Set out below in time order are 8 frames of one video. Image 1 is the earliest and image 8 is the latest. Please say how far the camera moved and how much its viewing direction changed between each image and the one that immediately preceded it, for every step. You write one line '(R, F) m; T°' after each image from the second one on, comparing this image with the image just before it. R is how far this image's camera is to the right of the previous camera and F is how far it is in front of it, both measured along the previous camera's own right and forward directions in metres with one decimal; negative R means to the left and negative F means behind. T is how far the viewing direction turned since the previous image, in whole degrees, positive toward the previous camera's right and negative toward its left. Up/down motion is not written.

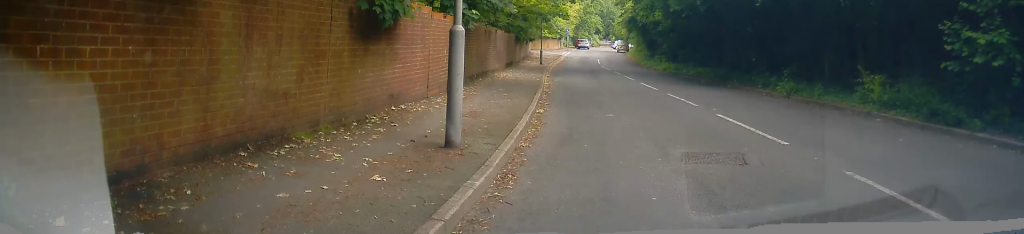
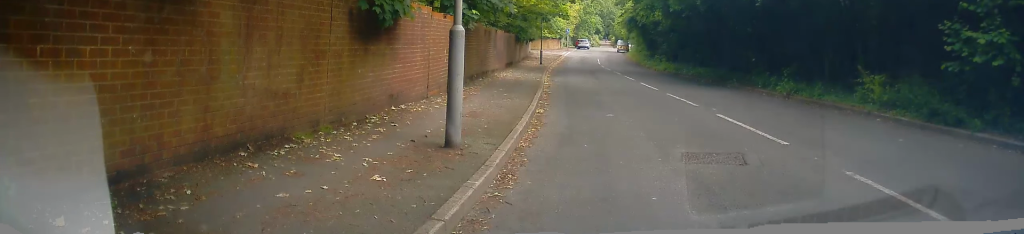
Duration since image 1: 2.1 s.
(+0.1, +0.4) m; 0°
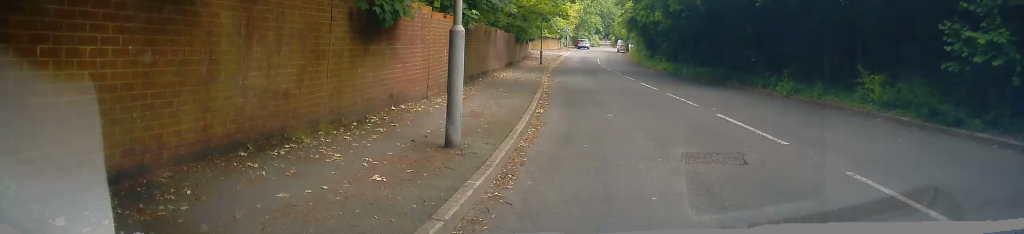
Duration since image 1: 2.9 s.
(0.0, 0.0) m; 0°
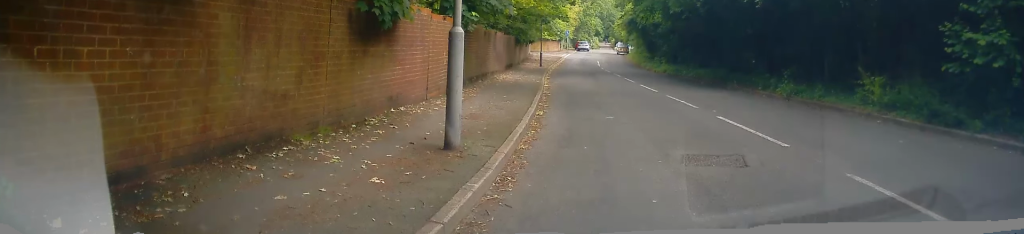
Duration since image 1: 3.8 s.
(0.0, 0.0) m; 0°
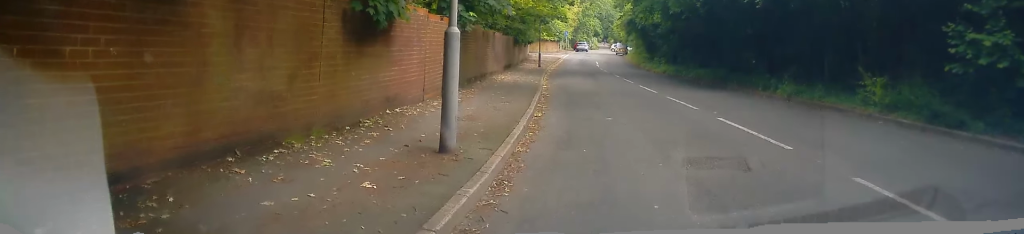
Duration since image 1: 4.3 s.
(0.0, +0.1) m; 0°
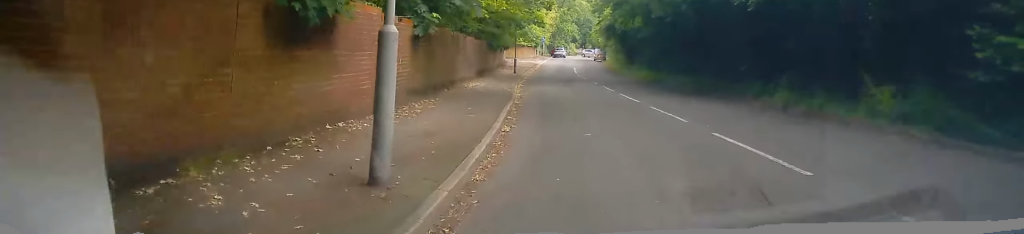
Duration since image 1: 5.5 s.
(+0.3, +0.9) m; +2°
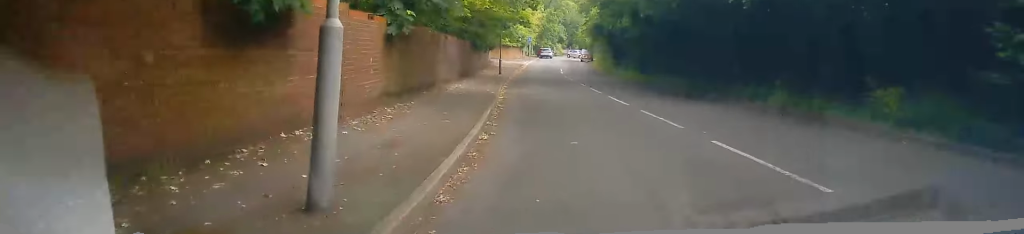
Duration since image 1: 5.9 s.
(+0.2, +0.7) m; +5°
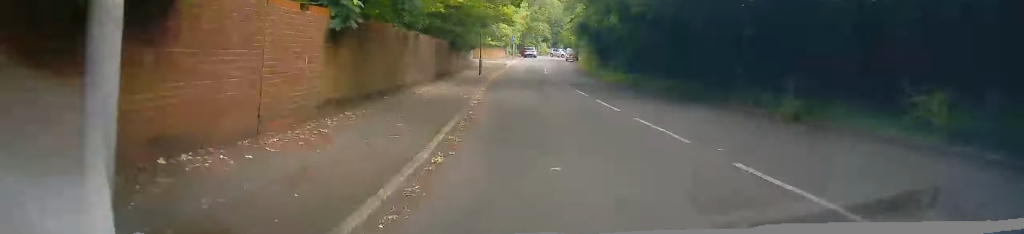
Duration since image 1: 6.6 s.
(+0.2, +1.7) m; +3°
